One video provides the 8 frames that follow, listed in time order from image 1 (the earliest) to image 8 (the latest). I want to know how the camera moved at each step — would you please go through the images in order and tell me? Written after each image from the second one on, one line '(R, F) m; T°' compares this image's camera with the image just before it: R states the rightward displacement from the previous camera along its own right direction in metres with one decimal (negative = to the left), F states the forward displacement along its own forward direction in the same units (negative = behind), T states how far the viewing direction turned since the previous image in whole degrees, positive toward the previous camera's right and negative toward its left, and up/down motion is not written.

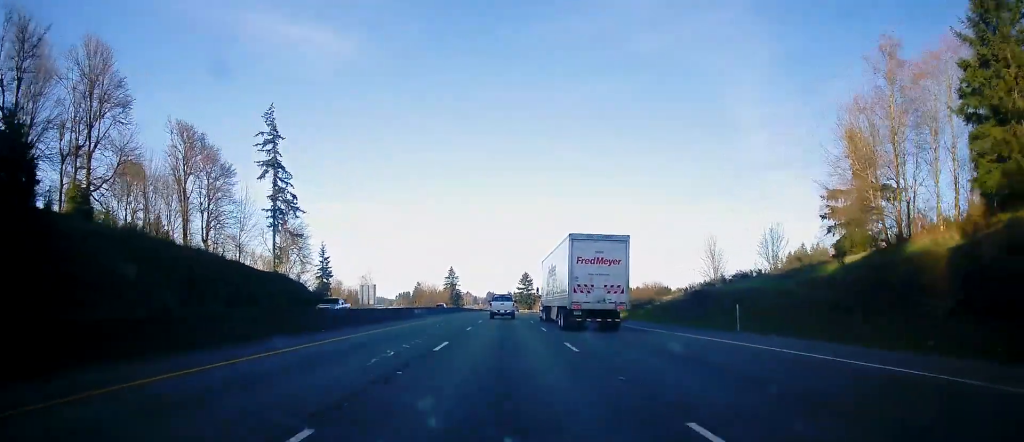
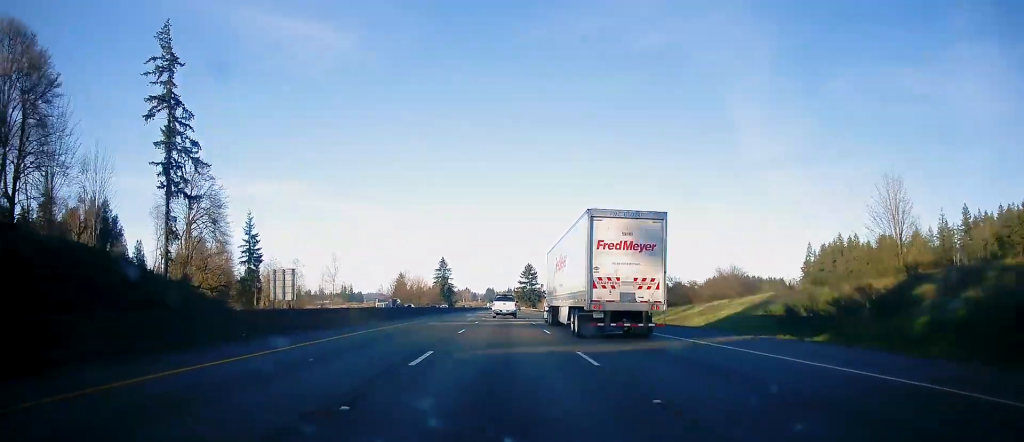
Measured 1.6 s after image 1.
(0.0, +52.4) m; 0°
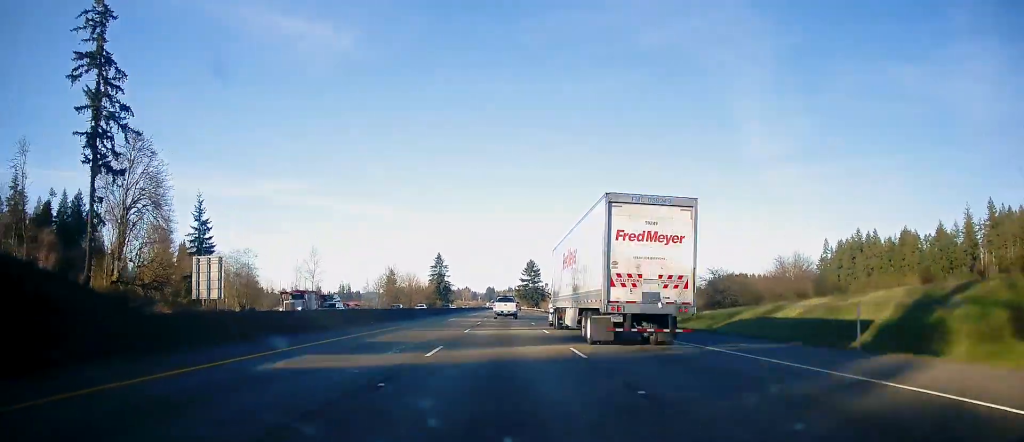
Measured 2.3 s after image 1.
(+0.1, +22.6) m; 0°
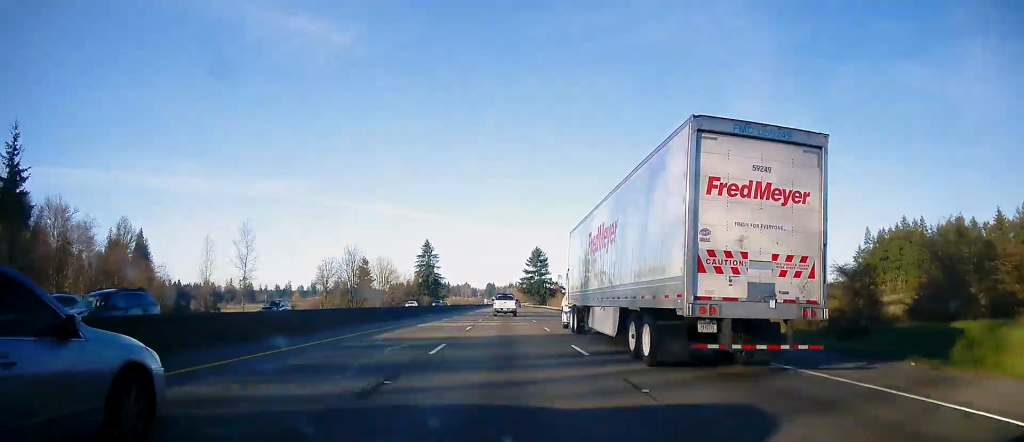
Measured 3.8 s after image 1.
(+0.1, +49.0) m; -1°
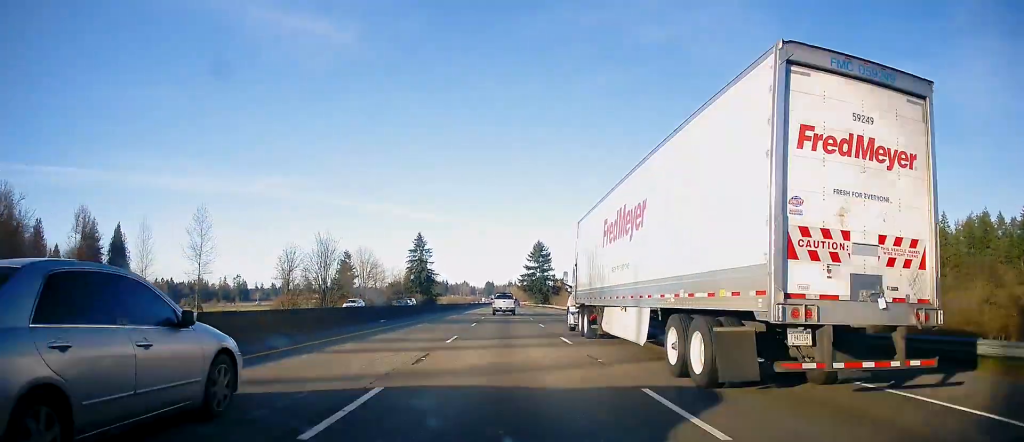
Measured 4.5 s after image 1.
(-0.4, +20.9) m; 0°
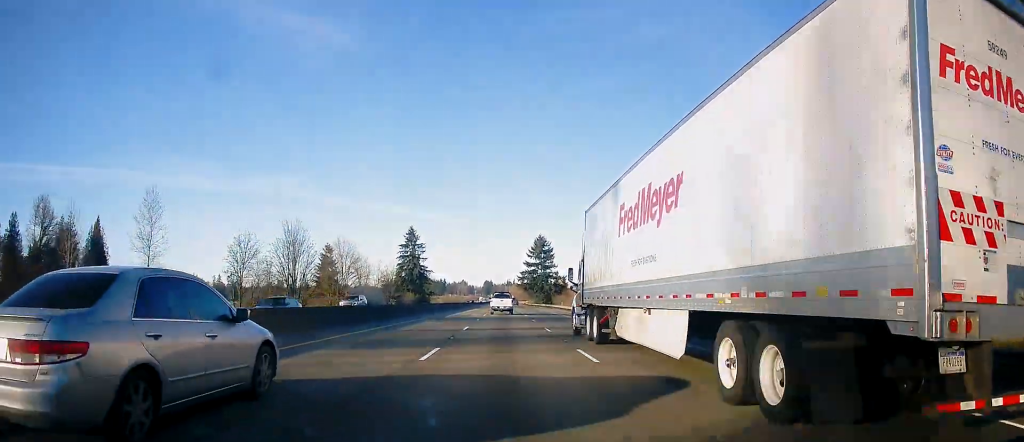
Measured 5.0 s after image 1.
(+0.1, +17.6) m; 0°
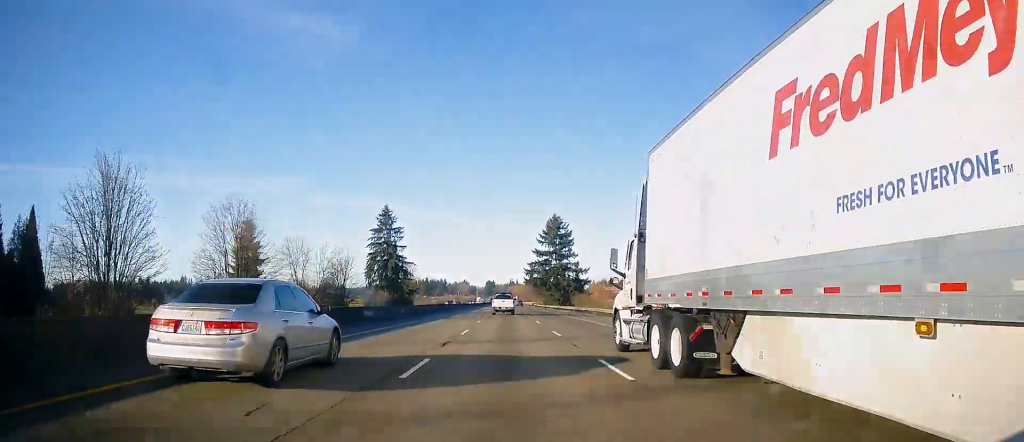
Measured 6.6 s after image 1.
(+0.3, +51.7) m; 0°
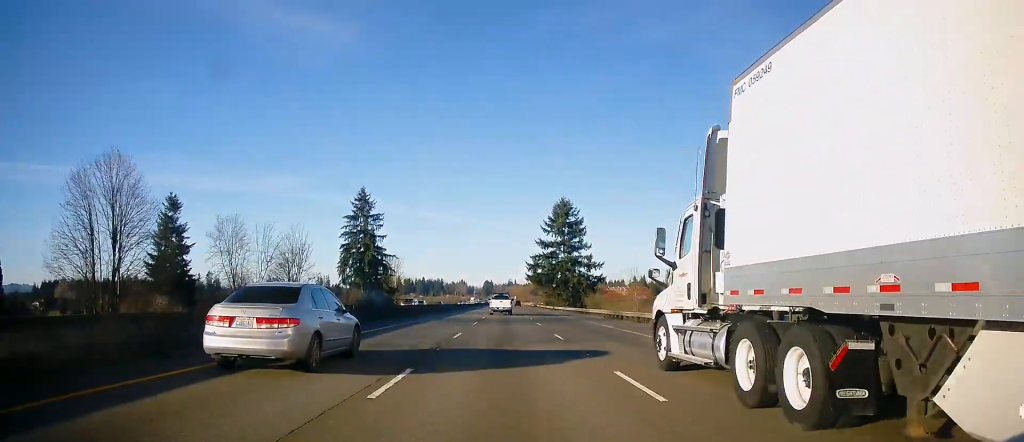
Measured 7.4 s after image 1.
(-0.1, +26.3) m; 0°
